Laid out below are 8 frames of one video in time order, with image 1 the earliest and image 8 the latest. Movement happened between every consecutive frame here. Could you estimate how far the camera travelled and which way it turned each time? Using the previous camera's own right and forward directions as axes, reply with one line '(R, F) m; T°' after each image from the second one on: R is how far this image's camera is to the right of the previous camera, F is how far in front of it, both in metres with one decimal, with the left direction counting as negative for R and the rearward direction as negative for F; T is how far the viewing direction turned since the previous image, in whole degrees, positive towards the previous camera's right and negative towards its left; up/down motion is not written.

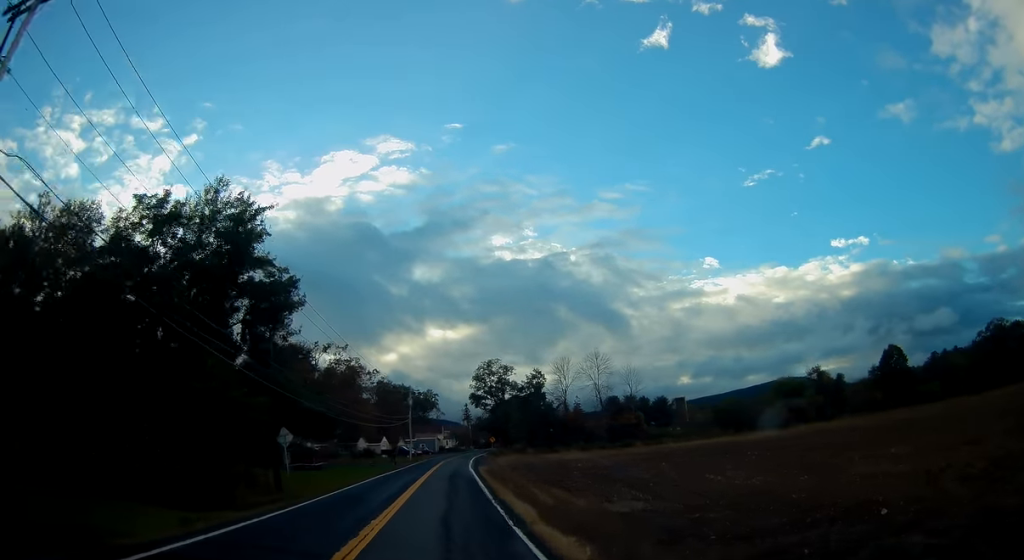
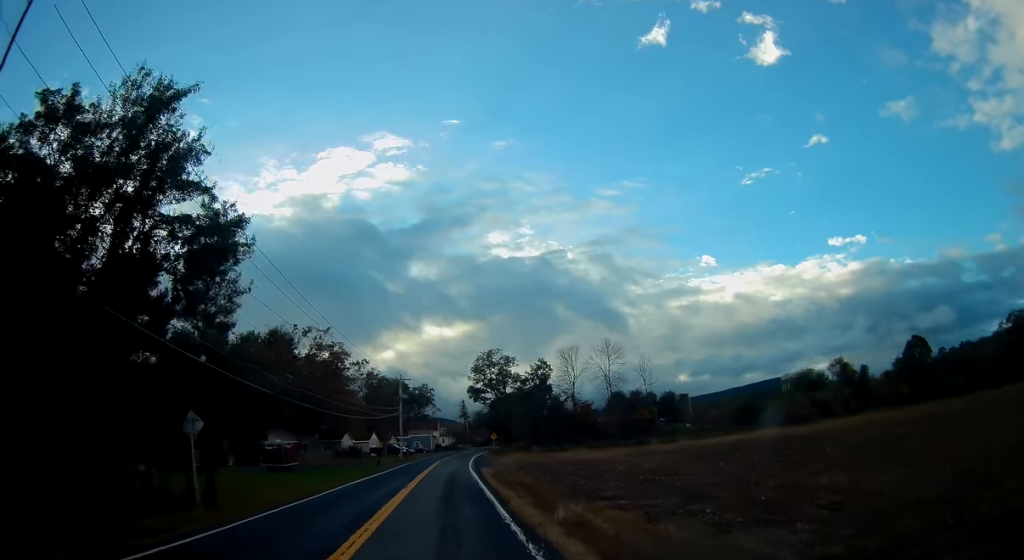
(-0.1, +10.8) m; 0°
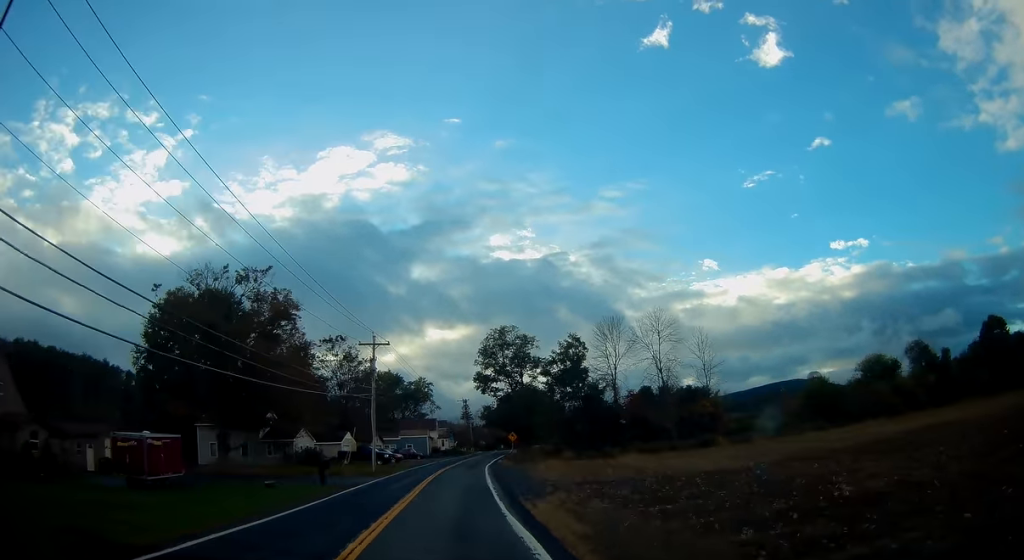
(+0.3, +26.4) m; +1°
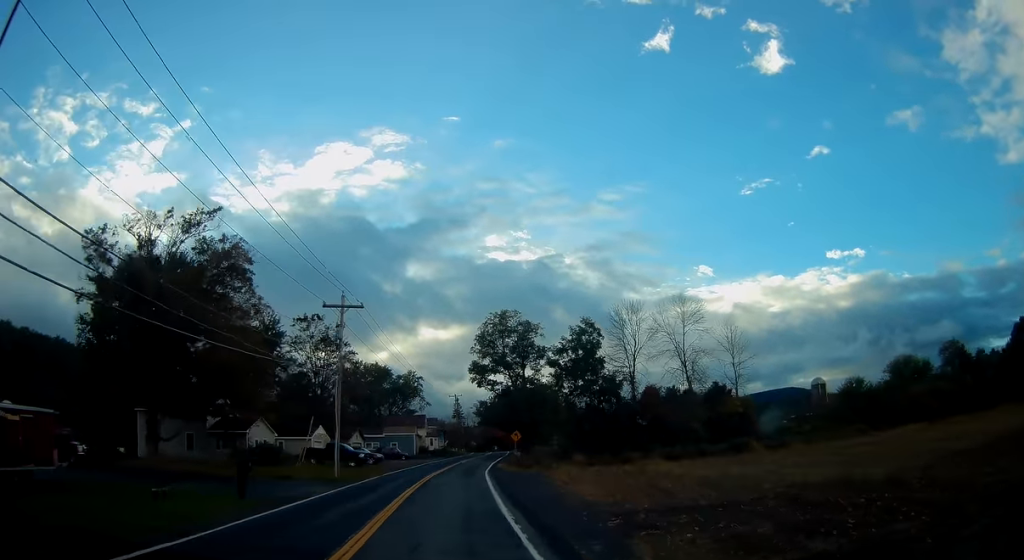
(+0.2, +11.6) m; 0°
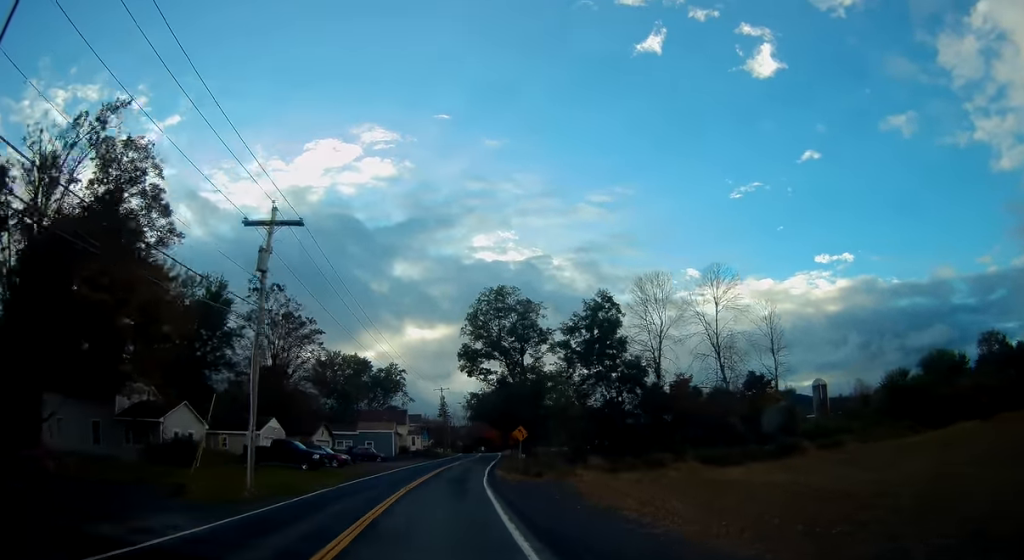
(-0.2, +13.2) m; +1°
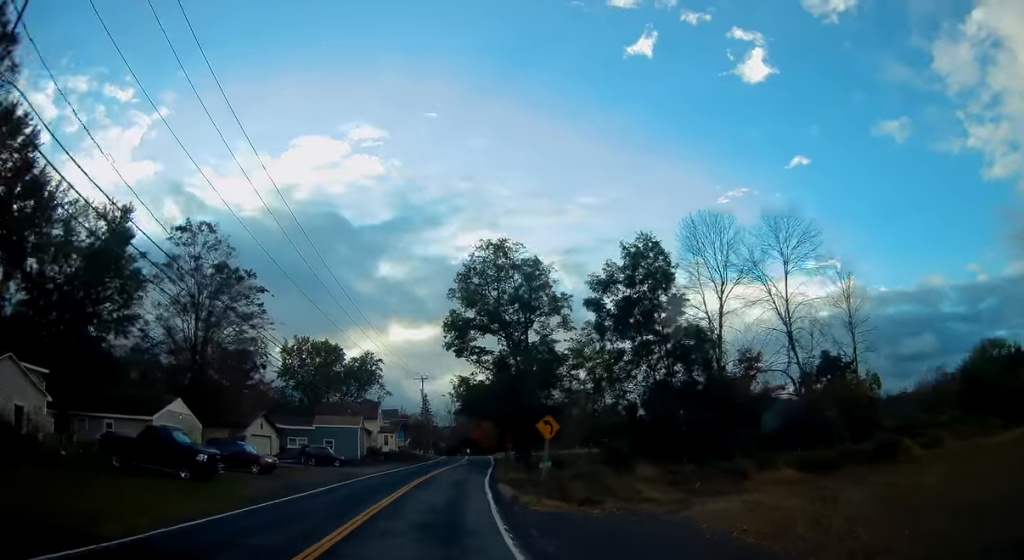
(+0.3, +16.6) m; +2°
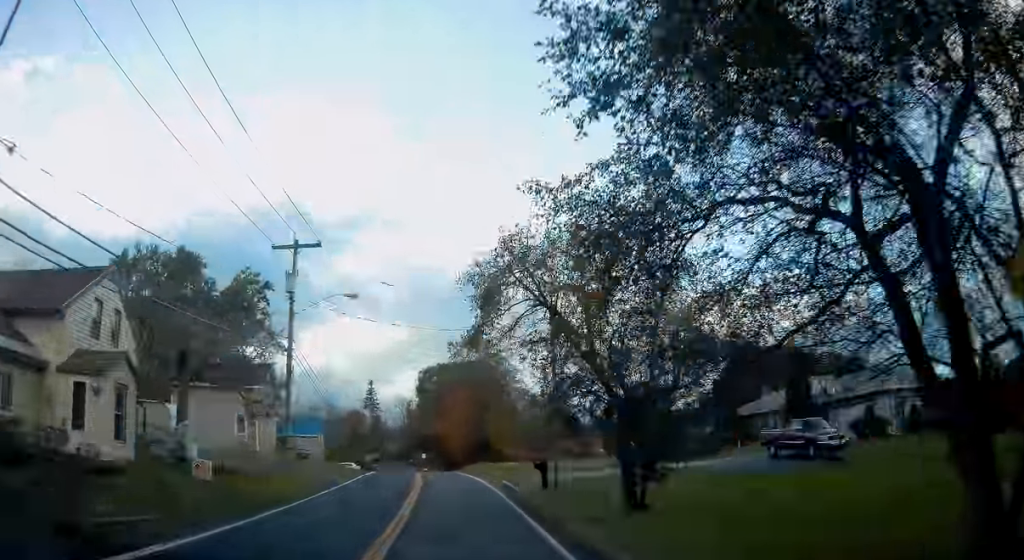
(+2.2, +54.9) m; +4°
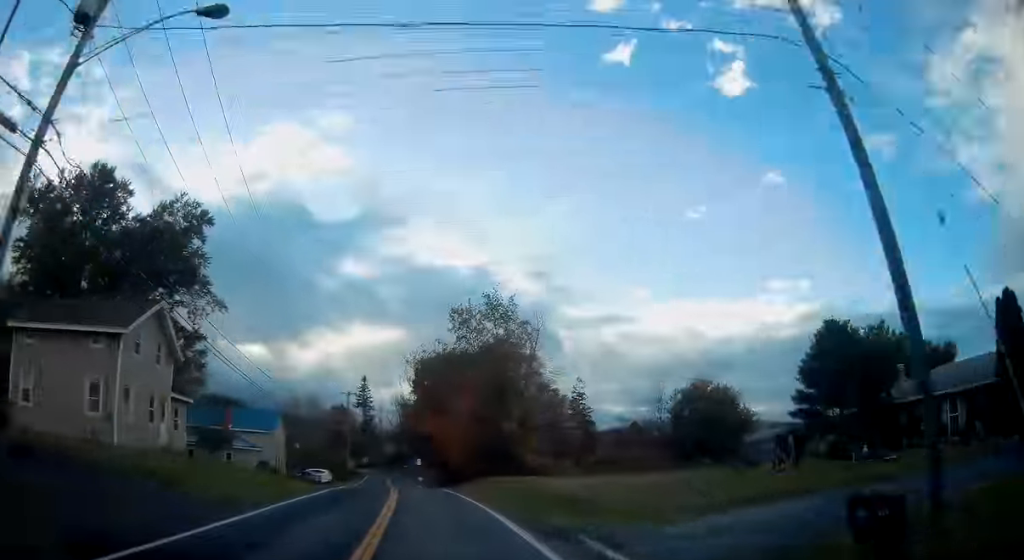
(0.0, +19.5) m; 0°
